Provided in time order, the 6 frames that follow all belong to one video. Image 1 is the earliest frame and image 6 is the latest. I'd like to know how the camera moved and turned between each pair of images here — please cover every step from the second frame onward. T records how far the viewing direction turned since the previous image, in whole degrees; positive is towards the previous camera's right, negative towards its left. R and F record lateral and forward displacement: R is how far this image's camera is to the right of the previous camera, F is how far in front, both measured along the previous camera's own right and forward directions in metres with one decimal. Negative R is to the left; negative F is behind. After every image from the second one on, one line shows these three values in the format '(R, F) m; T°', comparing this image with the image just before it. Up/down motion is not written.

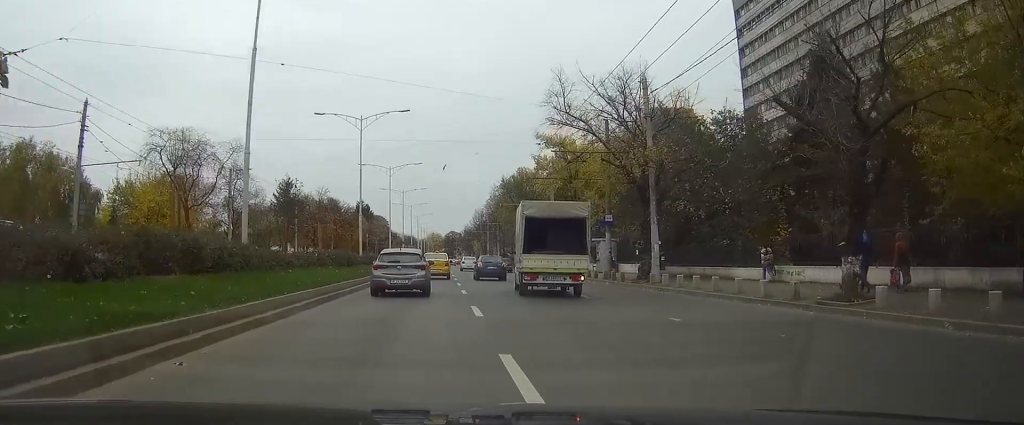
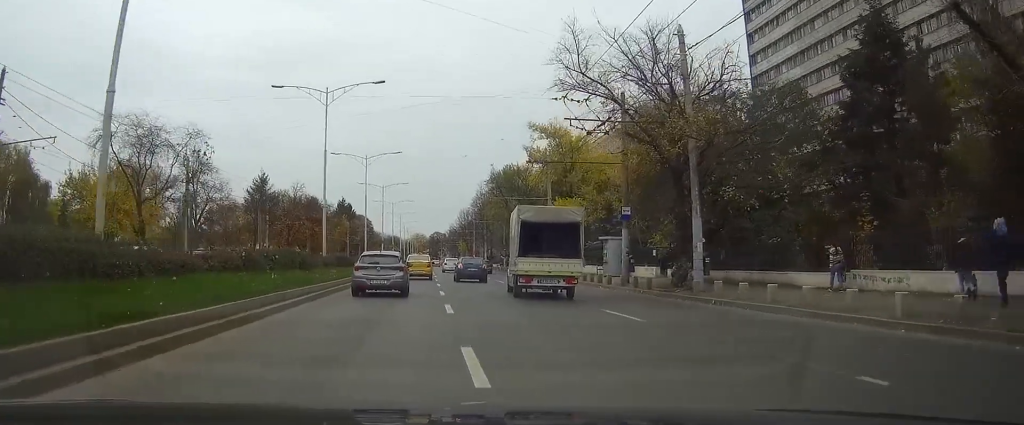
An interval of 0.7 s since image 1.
(0.0, +7.2) m; 0°
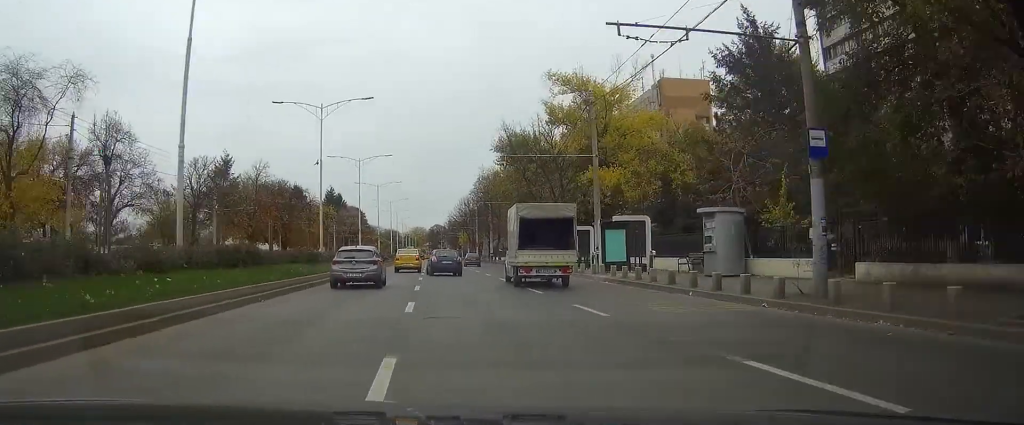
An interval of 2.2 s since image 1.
(+0.2, +19.1) m; +1°
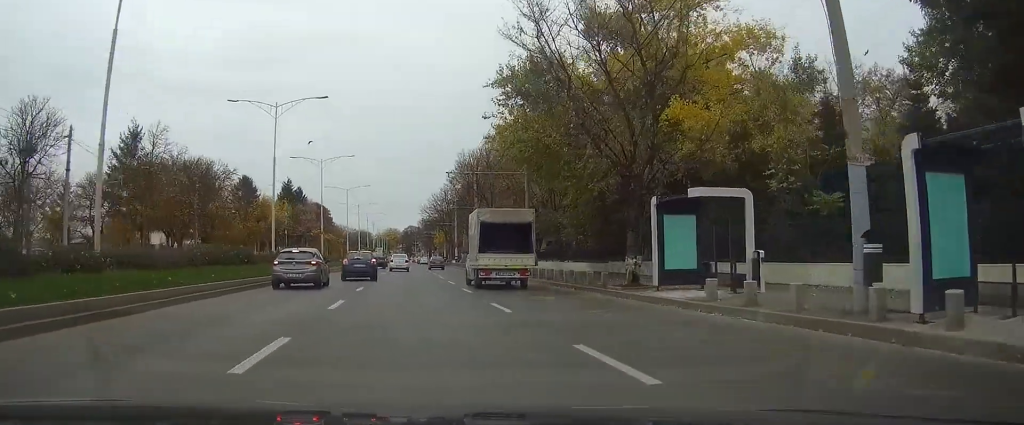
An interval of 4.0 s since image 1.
(+0.2, +25.4) m; +1°
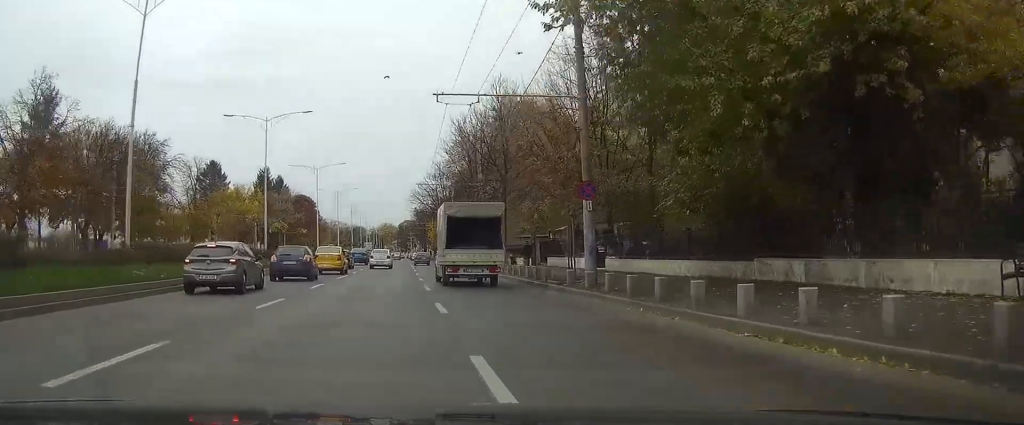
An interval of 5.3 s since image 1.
(+0.1, +18.4) m; 0°
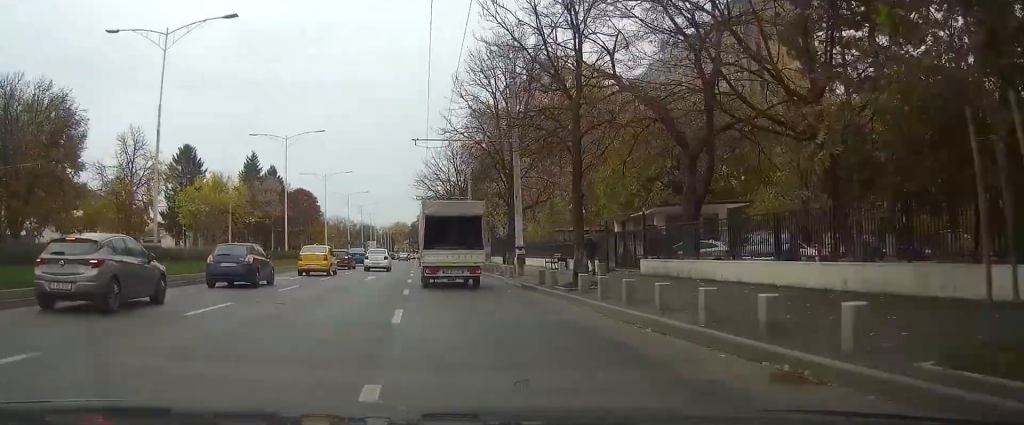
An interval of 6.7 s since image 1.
(-0.3, +19.8) m; -1°
